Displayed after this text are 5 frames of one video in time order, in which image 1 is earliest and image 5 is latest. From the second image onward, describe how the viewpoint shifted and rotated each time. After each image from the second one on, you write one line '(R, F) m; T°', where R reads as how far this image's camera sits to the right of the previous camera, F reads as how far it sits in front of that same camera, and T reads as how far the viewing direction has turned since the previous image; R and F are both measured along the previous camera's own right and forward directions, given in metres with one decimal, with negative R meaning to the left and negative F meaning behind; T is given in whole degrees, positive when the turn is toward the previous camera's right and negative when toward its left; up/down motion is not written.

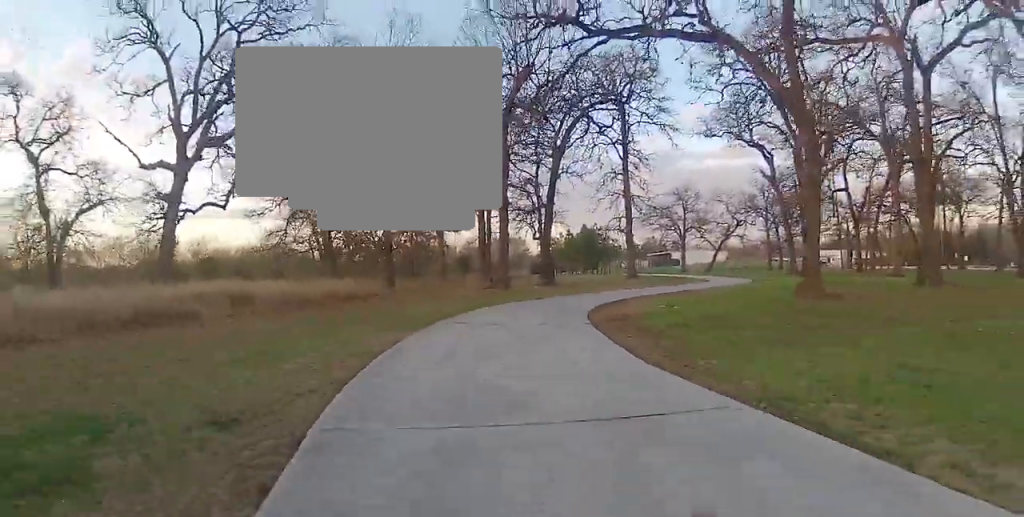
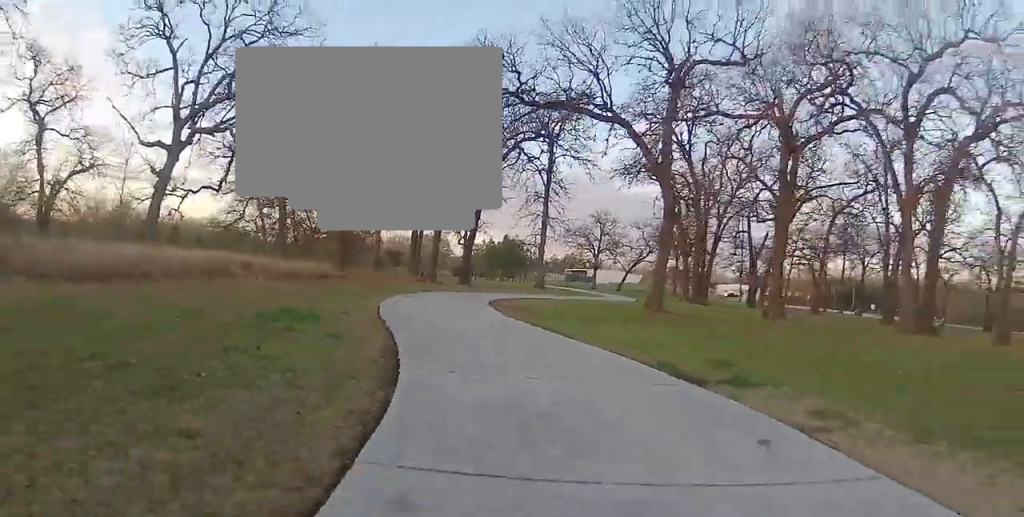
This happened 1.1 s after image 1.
(-0.9, +6.3) m; -4°
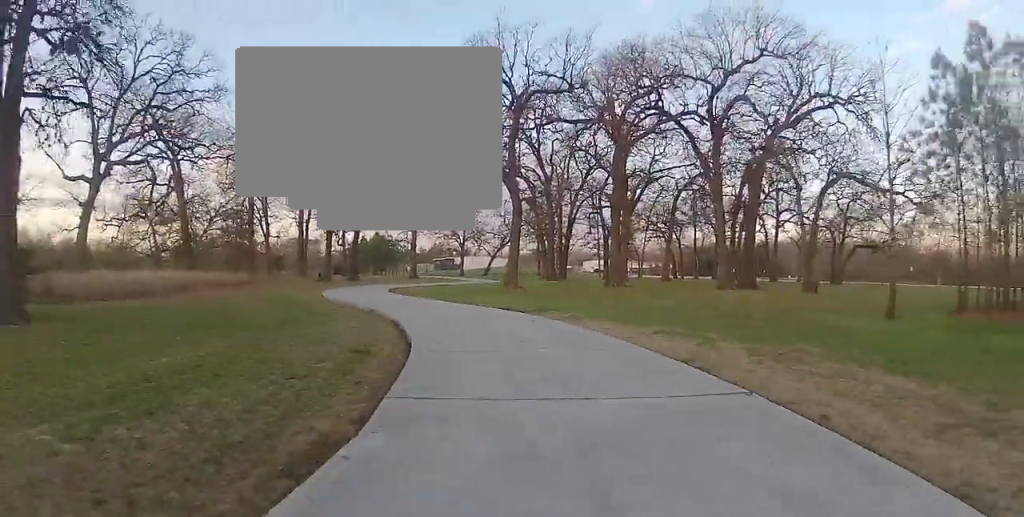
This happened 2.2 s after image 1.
(+0.6, +6.3) m; +15°
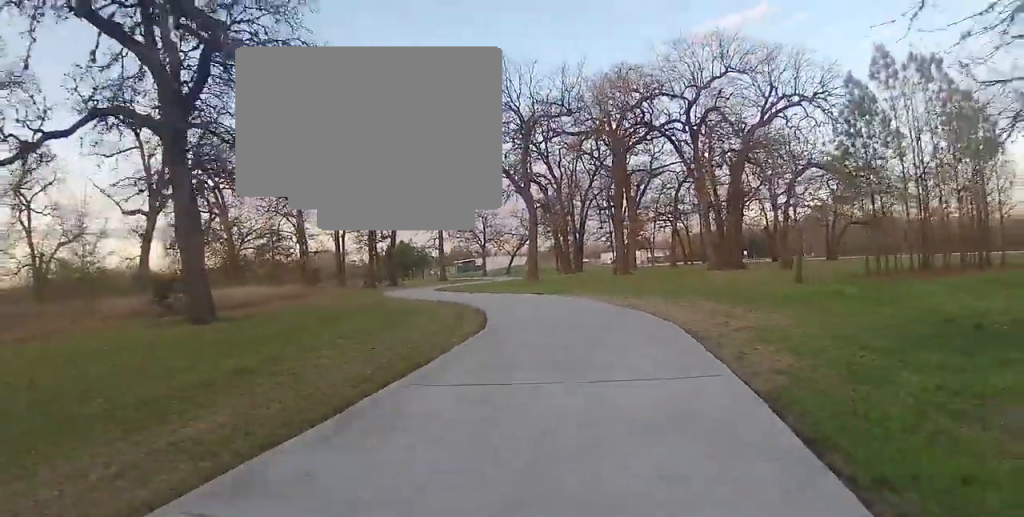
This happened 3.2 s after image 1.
(+1.0, +5.8) m; +11°
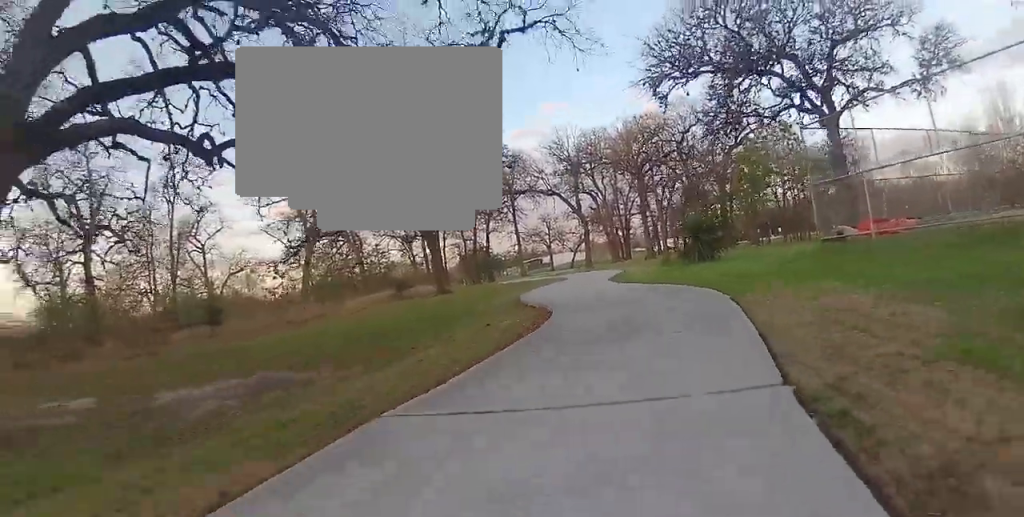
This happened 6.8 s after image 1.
(-2.8, +18.7) m; -3°
